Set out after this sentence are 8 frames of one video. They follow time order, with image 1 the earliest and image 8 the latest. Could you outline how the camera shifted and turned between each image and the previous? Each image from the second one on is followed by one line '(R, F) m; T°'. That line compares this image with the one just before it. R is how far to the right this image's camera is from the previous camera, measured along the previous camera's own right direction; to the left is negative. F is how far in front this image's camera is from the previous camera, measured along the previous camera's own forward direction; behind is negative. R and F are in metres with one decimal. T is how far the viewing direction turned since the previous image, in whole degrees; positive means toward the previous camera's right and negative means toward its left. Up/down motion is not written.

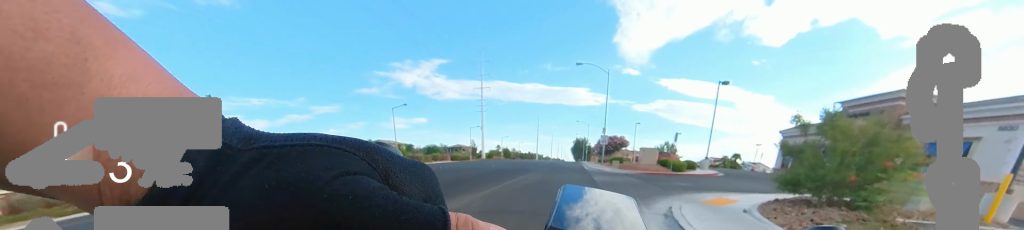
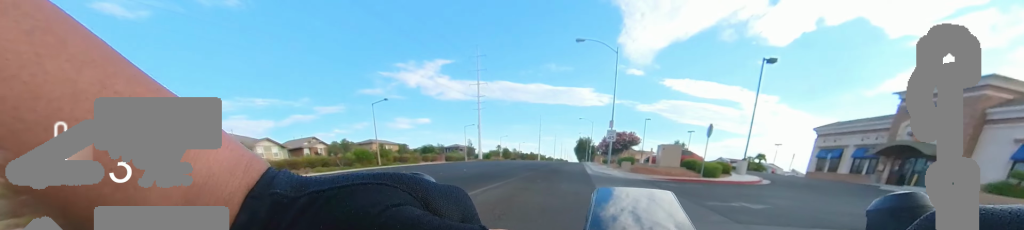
(0.0, +5.8) m; 0°
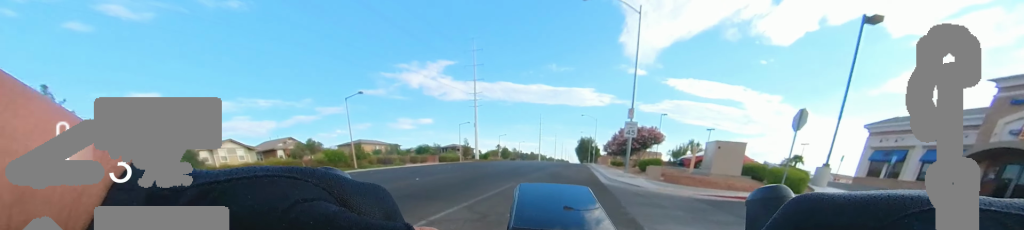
(0.0, +6.3) m; 0°
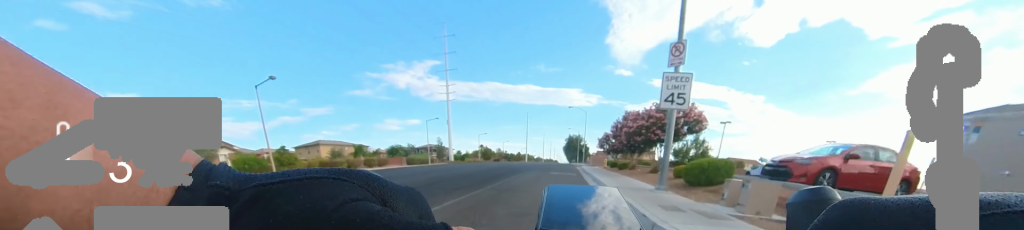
(0.0, +10.8) m; 0°
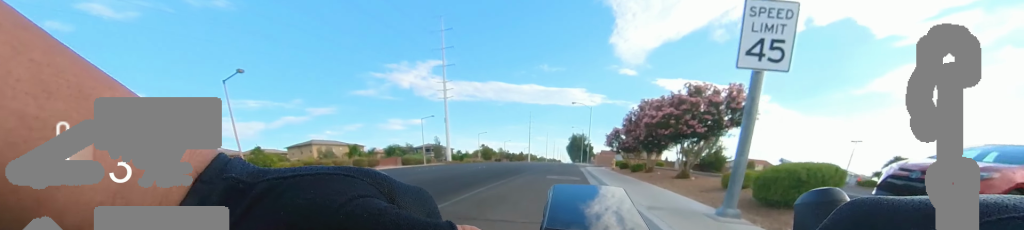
(0.0, +3.4) m; 0°
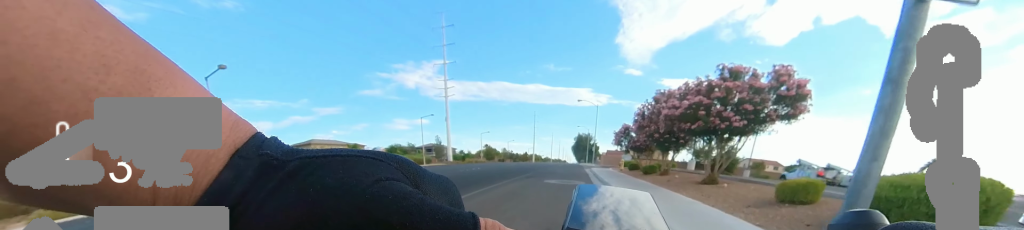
(0.0, +1.6) m; 0°
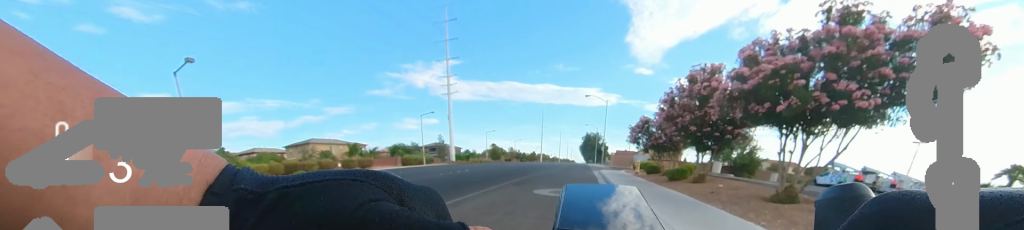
(0.0, +2.4) m; 0°
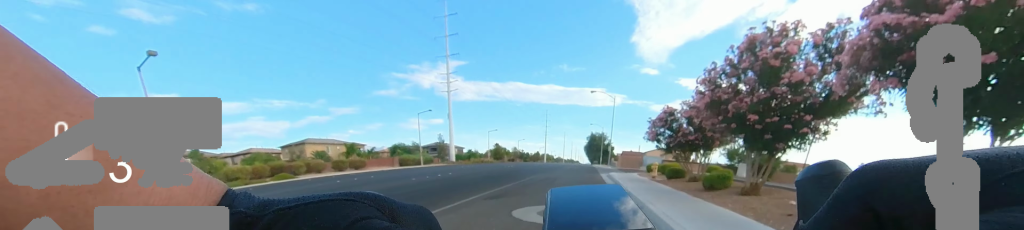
(0.0, +2.2) m; 0°
